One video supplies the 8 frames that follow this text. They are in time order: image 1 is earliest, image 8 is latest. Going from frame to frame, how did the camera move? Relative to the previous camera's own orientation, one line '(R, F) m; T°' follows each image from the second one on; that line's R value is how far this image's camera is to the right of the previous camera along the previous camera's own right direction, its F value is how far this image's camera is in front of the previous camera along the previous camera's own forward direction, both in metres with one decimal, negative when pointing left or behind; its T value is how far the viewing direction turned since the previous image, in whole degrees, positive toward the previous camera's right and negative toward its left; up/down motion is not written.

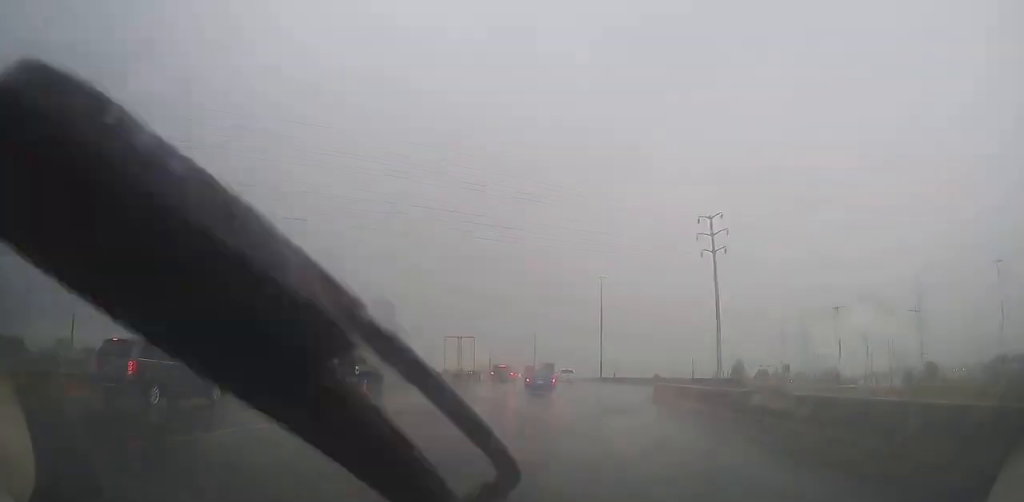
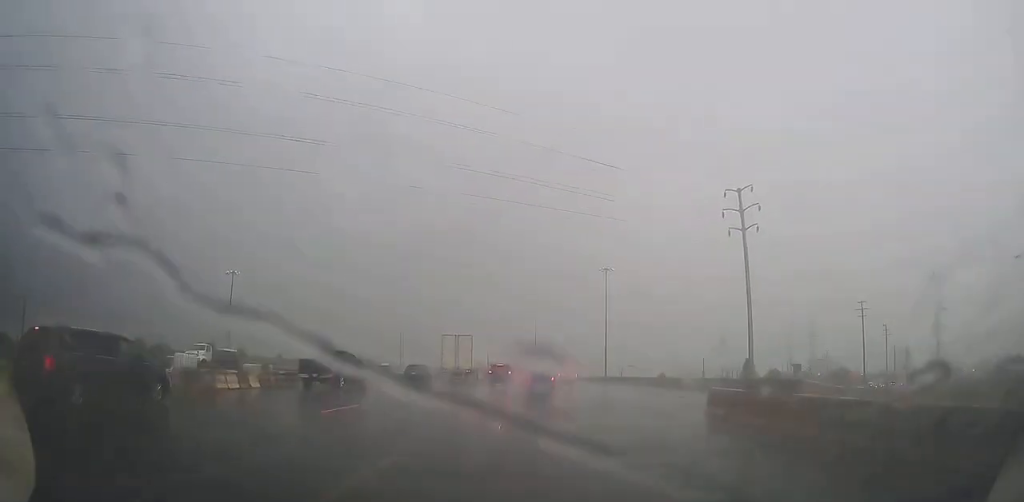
(+0.2, +8.9) m; +1°
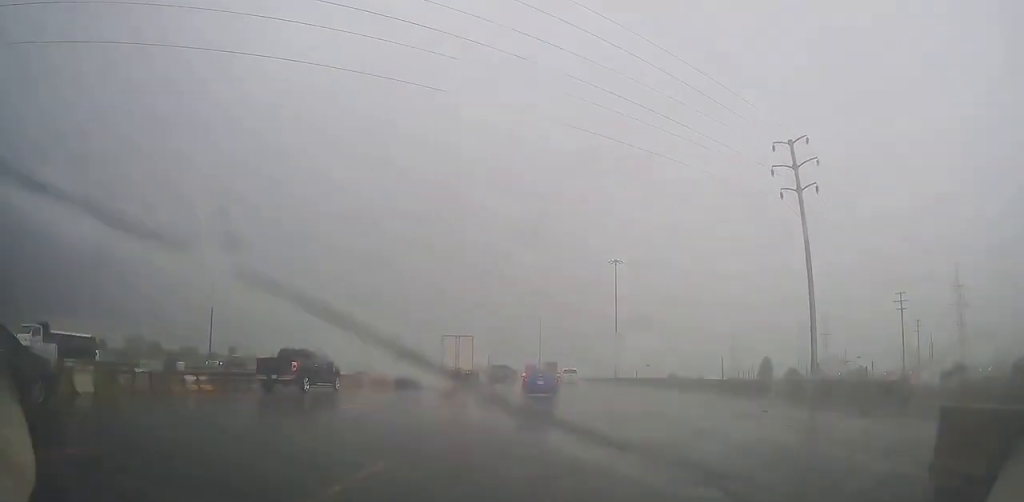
(-0.2, +12.2) m; -1°
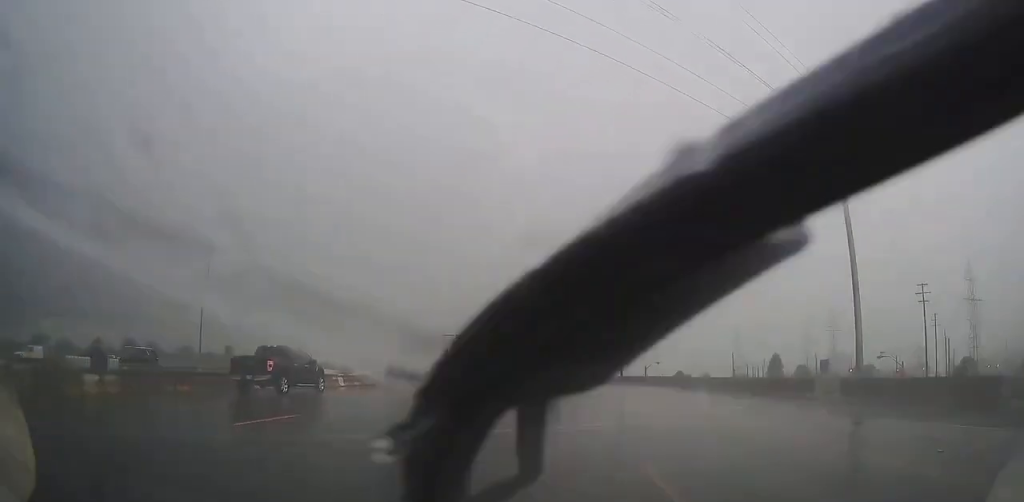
(0.0, +5.9) m; 0°
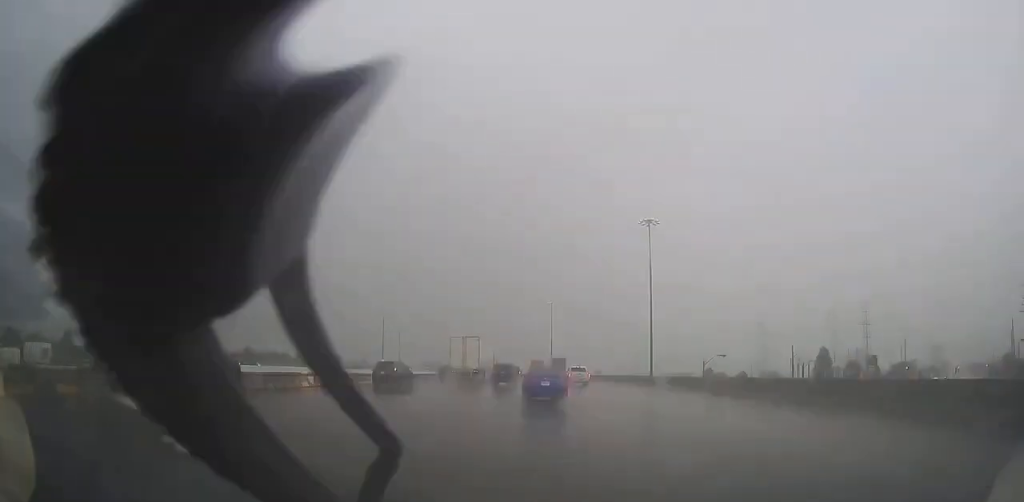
(-0.7, +29.1) m; -2°
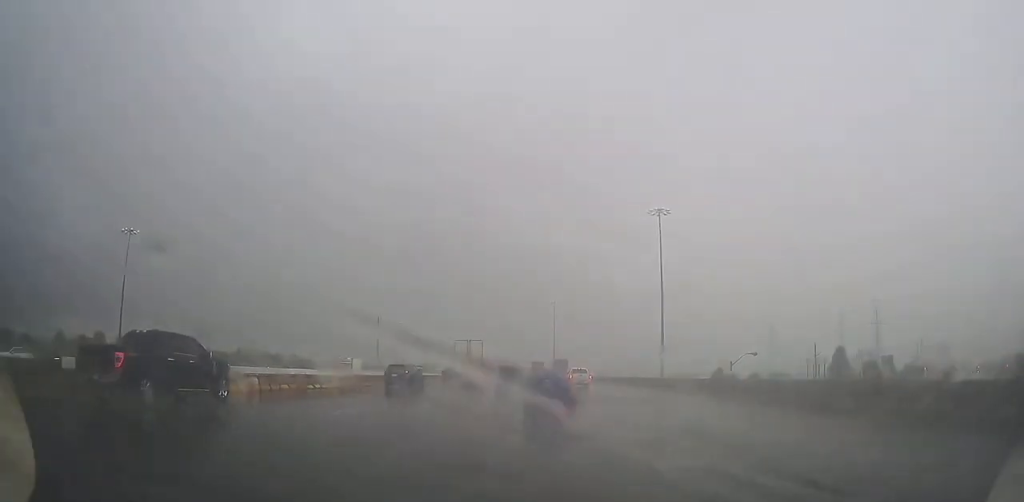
(+0.2, +8.7) m; +1°
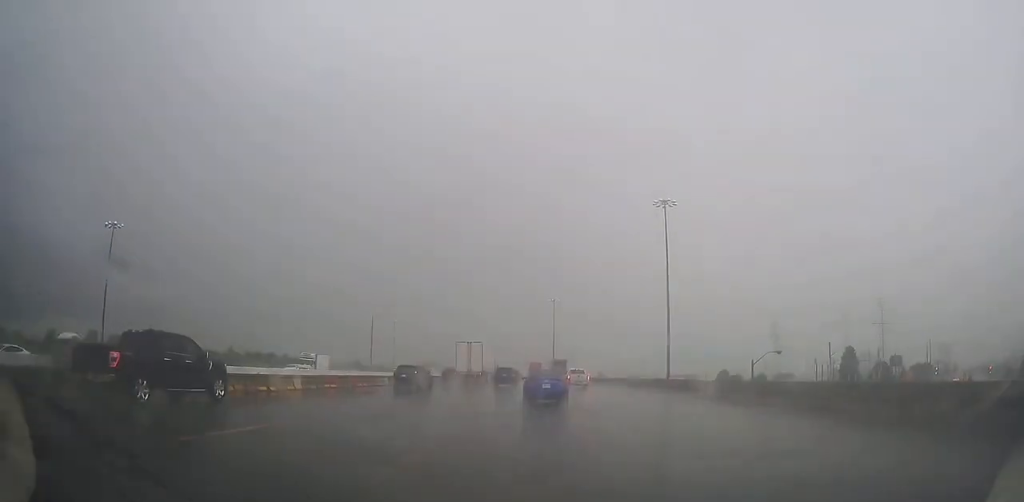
(0.0, +6.0) m; 0°
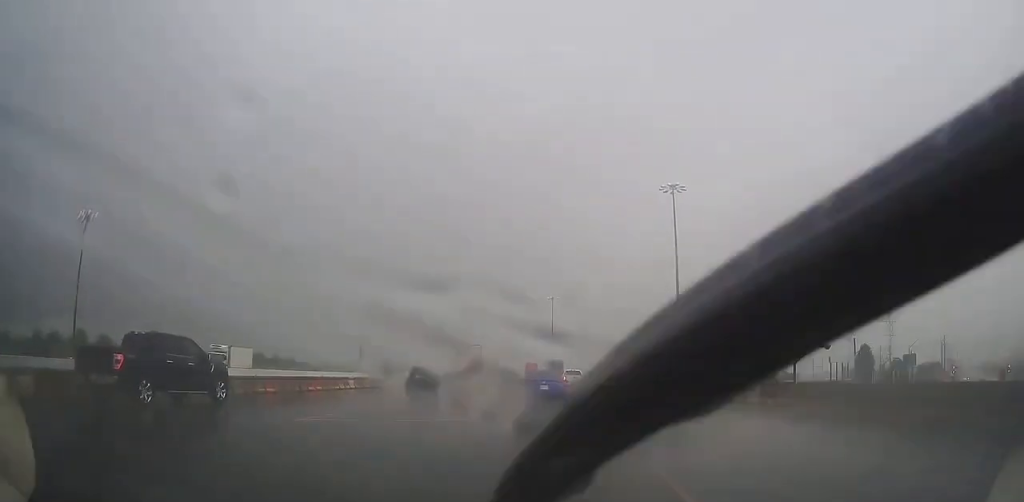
(-0.1, +8.3) m; 0°
